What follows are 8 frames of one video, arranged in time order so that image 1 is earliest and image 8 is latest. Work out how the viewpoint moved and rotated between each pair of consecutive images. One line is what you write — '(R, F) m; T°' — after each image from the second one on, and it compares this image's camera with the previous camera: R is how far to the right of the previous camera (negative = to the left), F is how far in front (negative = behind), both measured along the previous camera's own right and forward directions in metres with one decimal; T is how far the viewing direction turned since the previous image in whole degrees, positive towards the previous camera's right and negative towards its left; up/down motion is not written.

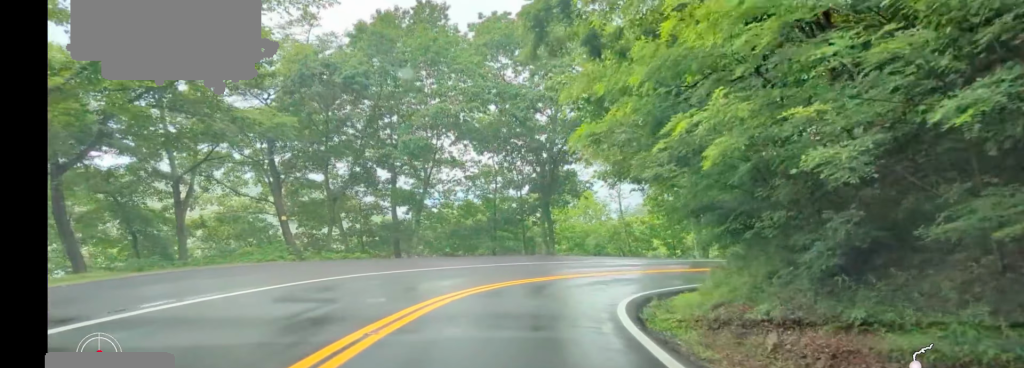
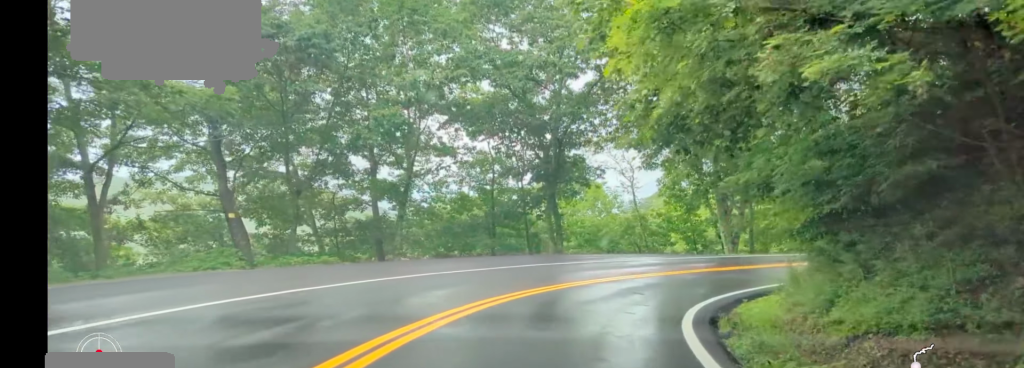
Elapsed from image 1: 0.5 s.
(0.0, +5.2) m; +2°
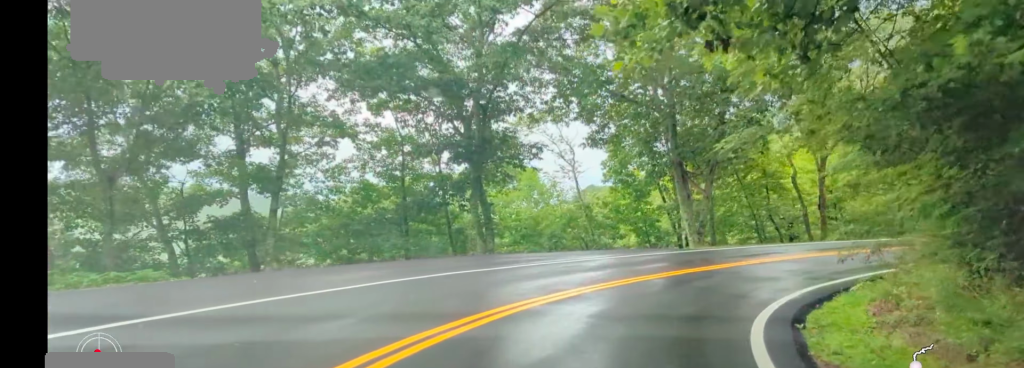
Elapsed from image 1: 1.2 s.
(-0.2, +7.2) m; +5°
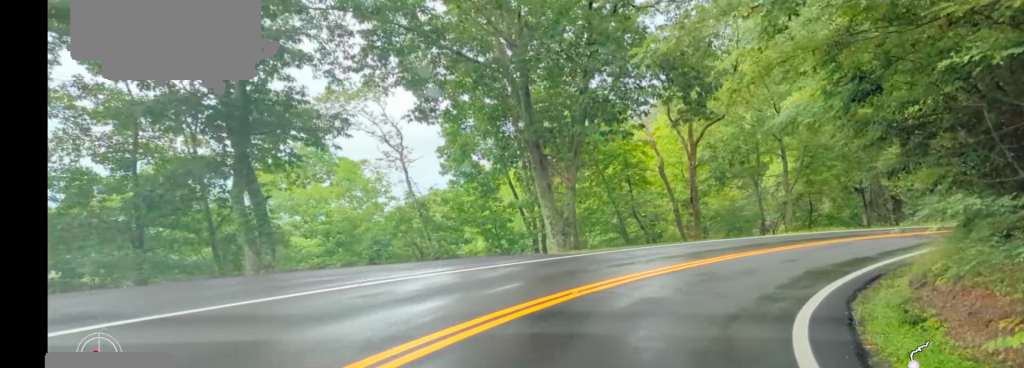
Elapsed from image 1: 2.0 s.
(+0.9, +8.1) m; +12°
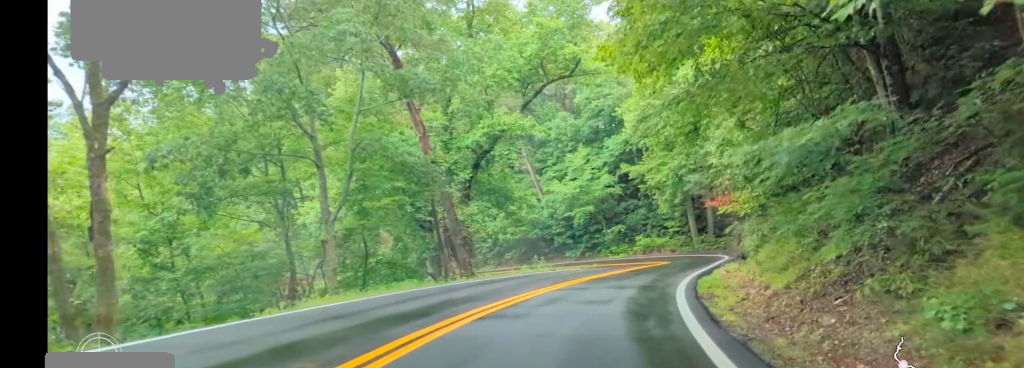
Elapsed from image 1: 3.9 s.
(+5.6, +16.2) m; +33°
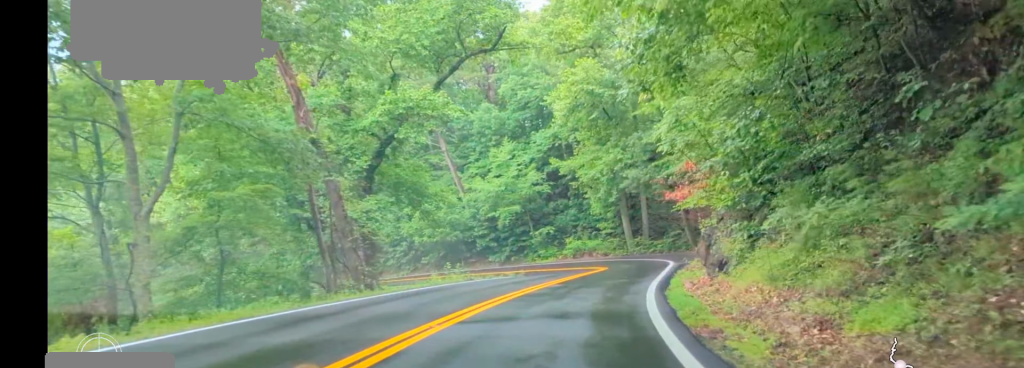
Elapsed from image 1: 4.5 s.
(+0.3, +5.6) m; +5°
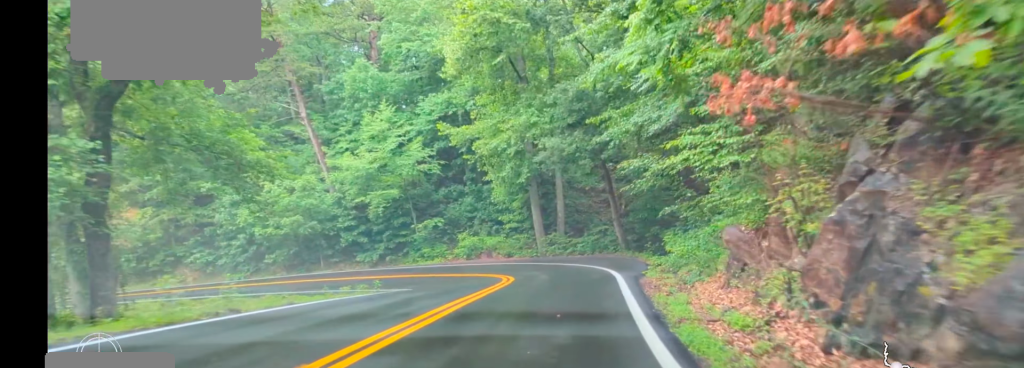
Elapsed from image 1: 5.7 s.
(+0.7, +11.7) m; +8°
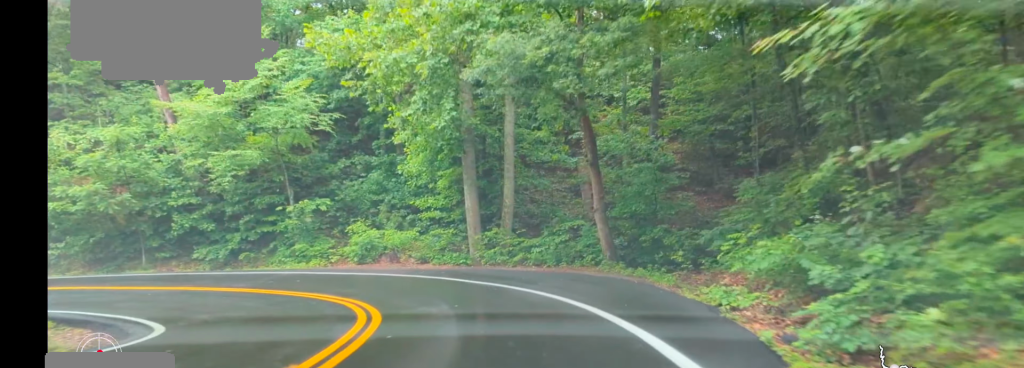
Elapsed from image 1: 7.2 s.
(+1.2, +13.9) m; +5°
